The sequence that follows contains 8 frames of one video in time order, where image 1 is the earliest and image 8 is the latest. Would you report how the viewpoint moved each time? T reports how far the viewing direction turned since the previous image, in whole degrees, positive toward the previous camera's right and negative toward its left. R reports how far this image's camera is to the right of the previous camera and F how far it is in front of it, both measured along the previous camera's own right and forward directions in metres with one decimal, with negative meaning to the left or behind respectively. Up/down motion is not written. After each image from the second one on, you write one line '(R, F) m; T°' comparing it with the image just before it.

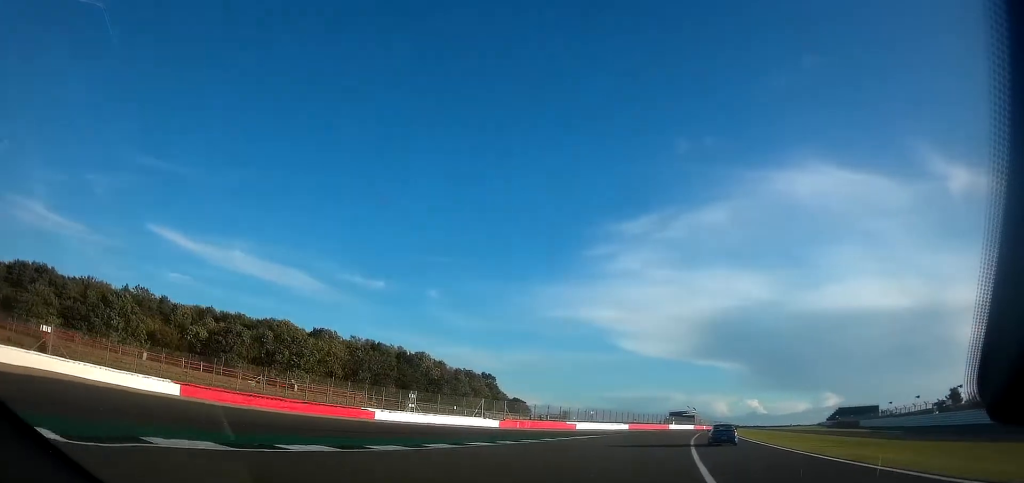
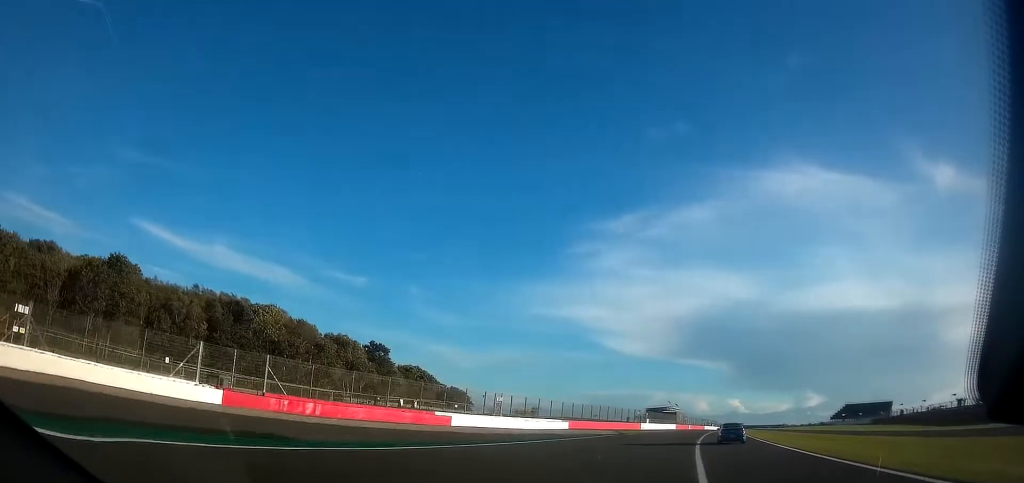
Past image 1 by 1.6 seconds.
(+4.2, +64.9) m; +1°
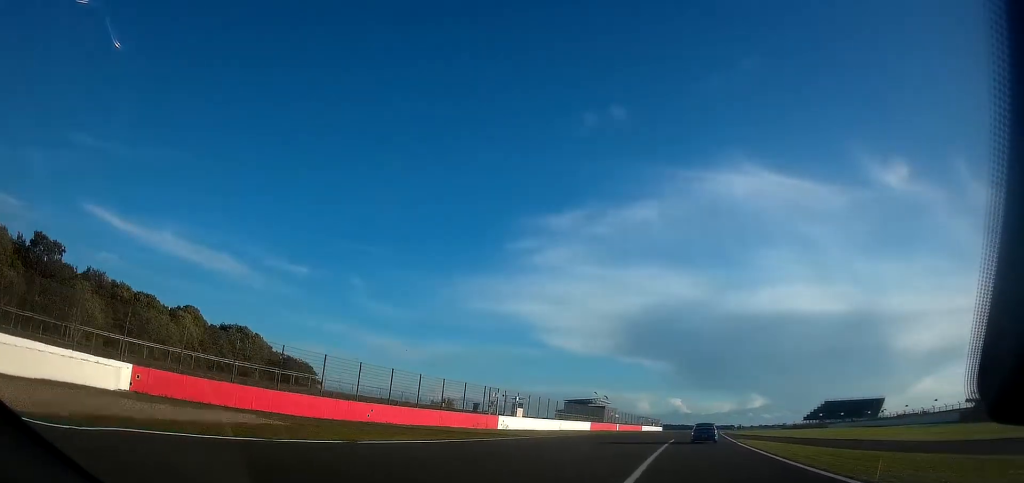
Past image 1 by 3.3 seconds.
(-4.8, +78.9) m; -6°
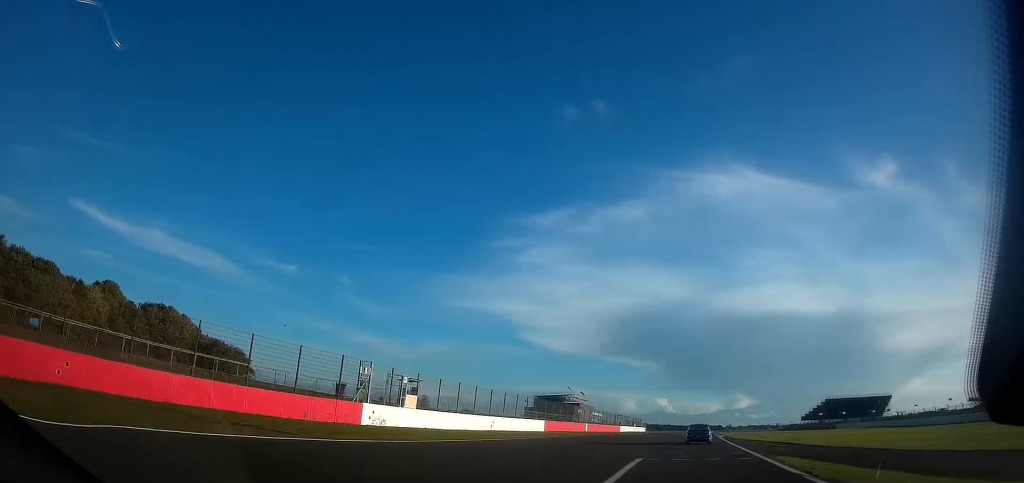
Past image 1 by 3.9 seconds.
(-0.4, +27.1) m; -1°
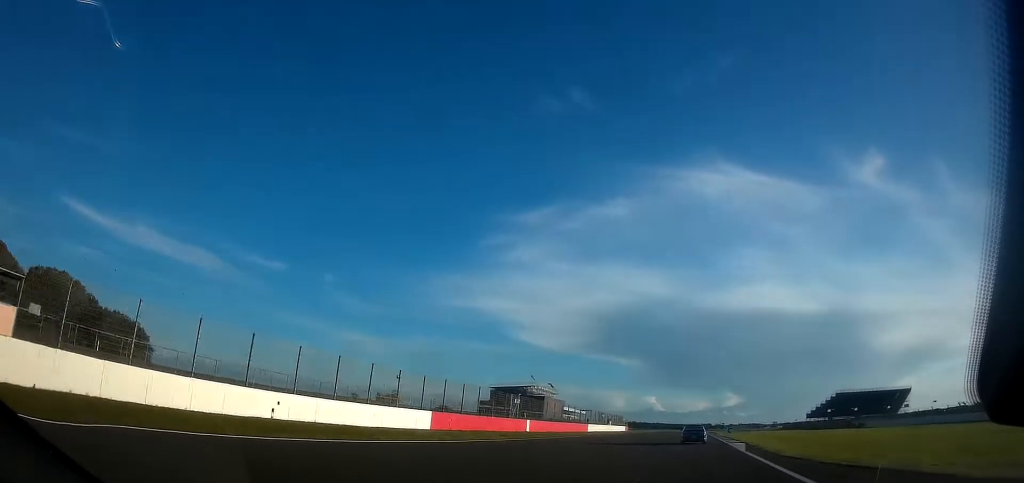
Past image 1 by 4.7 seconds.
(-0.2, +33.8) m; 0°
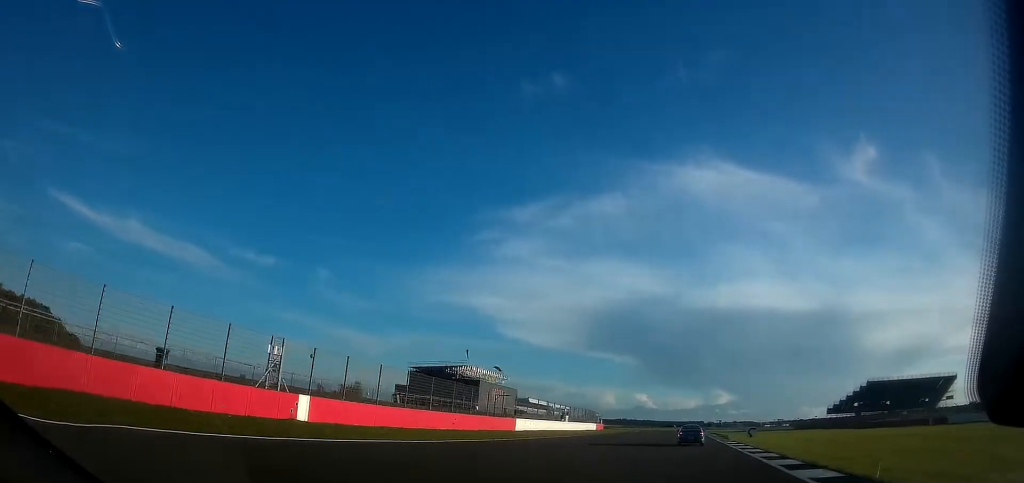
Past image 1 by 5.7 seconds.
(-0.1, +43.1) m; 0°
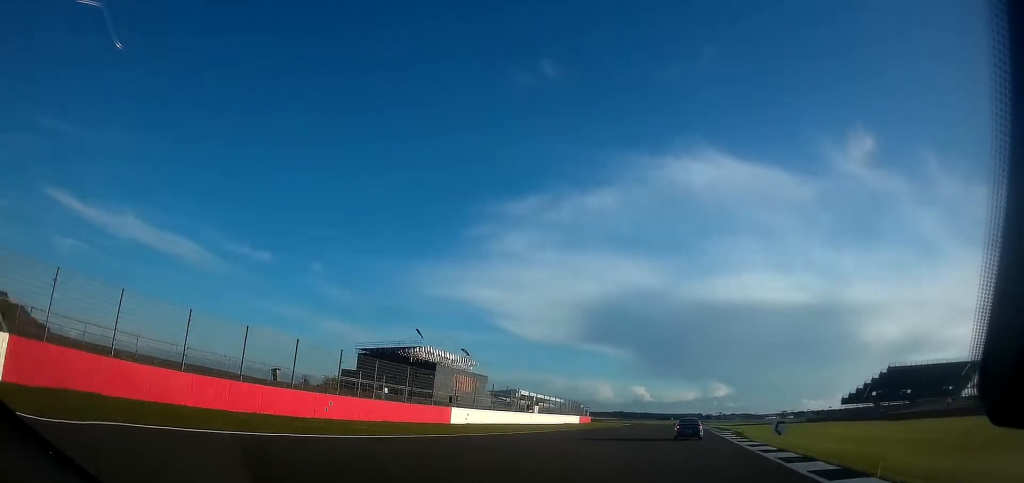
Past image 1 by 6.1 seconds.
(0.0, +18.1) m; 0°
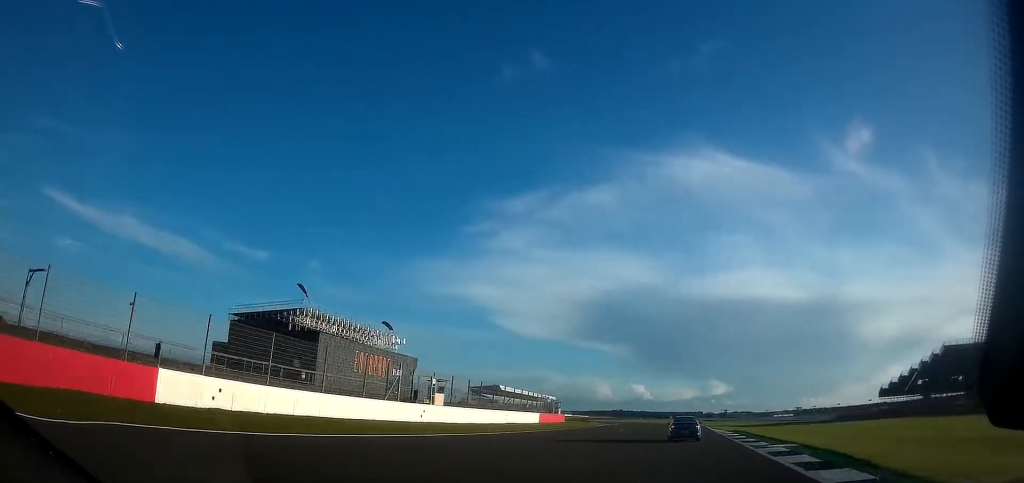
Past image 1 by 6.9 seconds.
(0.0, +30.6) m; -1°
